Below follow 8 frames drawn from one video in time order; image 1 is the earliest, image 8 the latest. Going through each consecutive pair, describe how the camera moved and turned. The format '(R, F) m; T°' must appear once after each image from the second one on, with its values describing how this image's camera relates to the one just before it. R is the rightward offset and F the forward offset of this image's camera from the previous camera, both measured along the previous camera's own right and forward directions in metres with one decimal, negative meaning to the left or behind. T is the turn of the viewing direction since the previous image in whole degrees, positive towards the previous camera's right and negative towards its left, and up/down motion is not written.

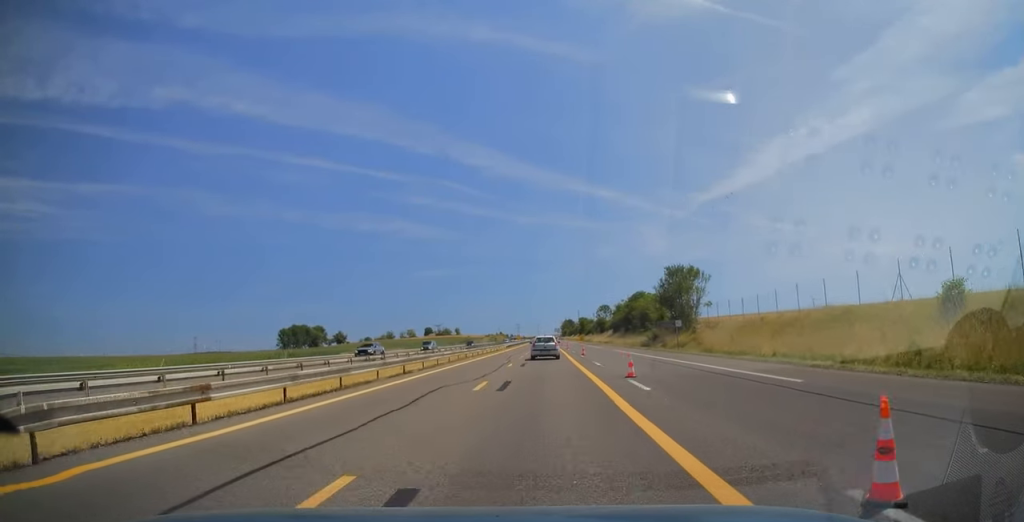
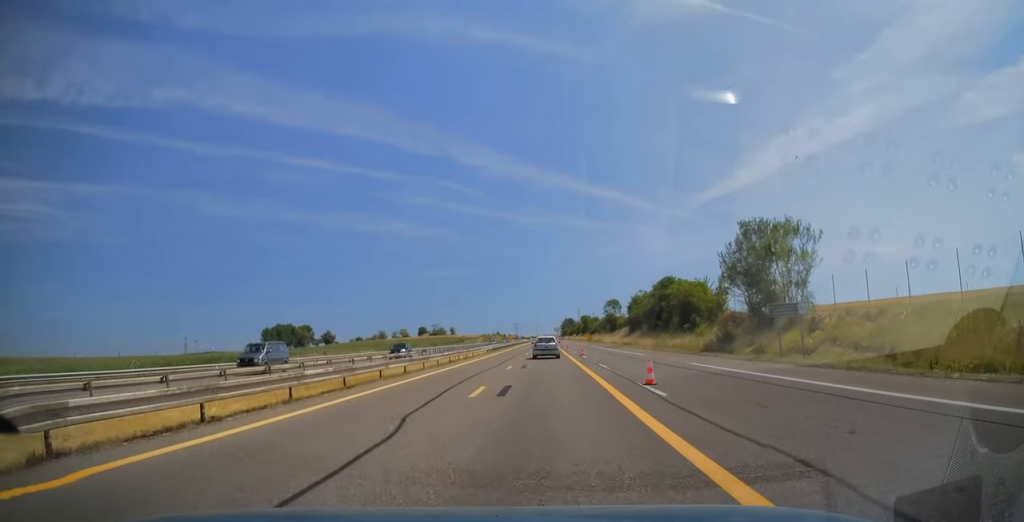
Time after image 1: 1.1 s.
(0.0, +27.8) m; +1°
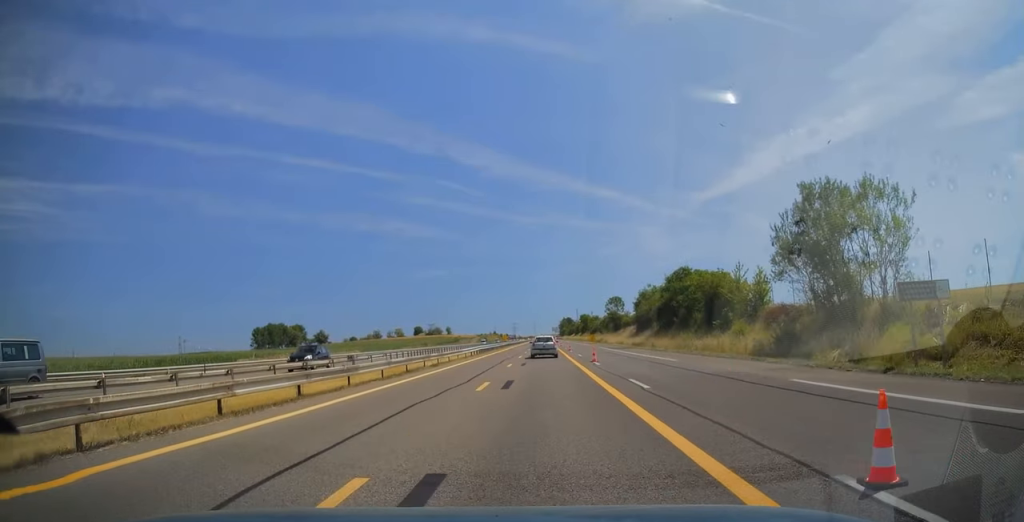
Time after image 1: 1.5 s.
(+0.1, +11.3) m; 0°
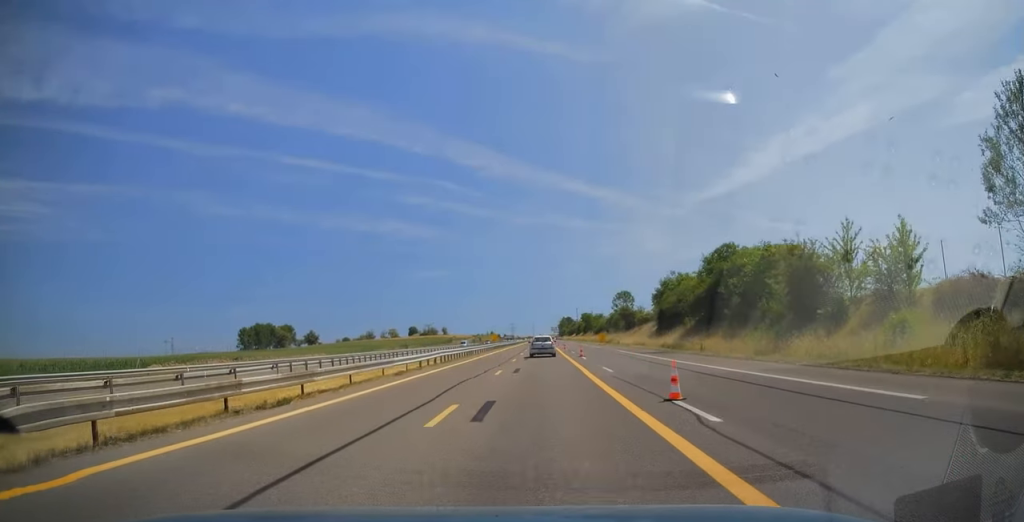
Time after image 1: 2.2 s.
(+0.1, +19.5) m; 0°
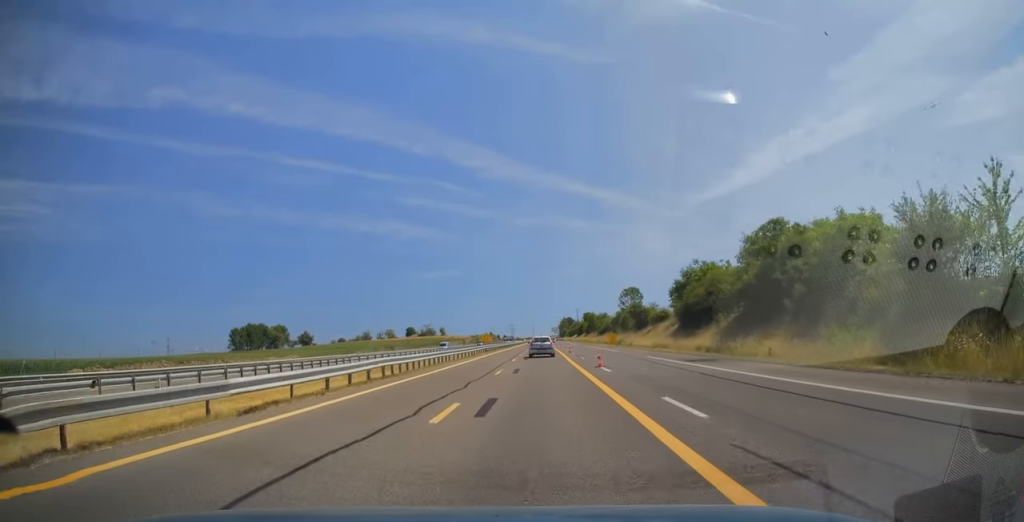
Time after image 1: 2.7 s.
(0.0, +12.6) m; 0°
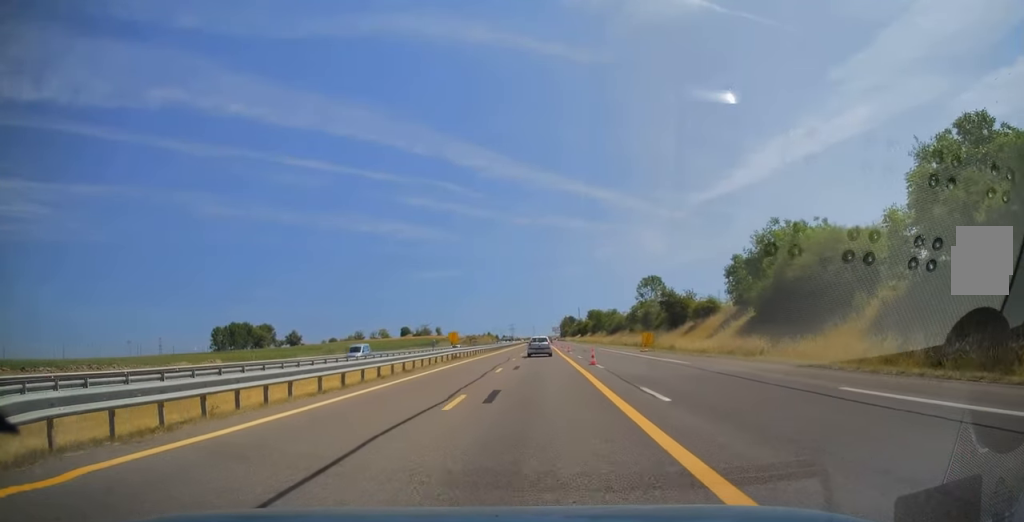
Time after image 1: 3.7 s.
(-0.1, +24.3) m; -1°
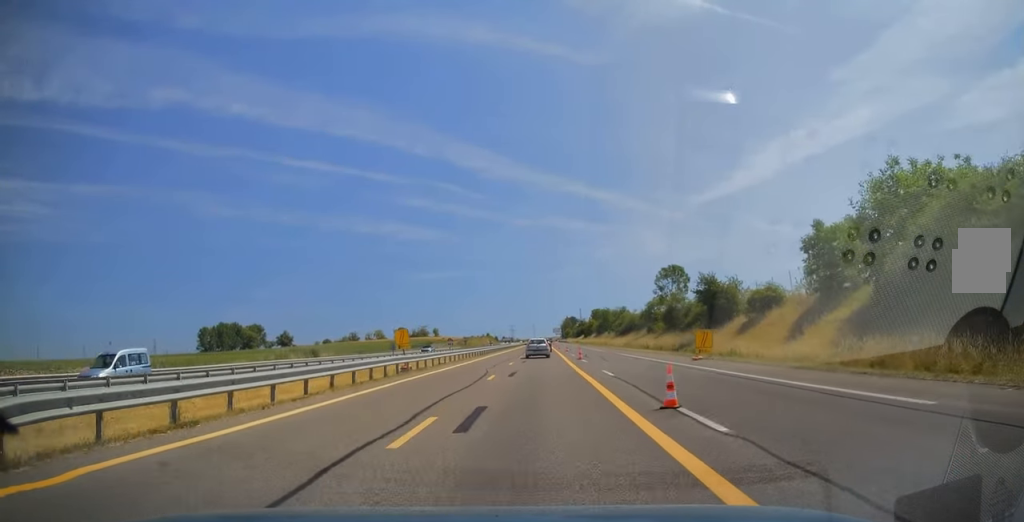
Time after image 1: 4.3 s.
(-0.3, +16.9) m; 0°
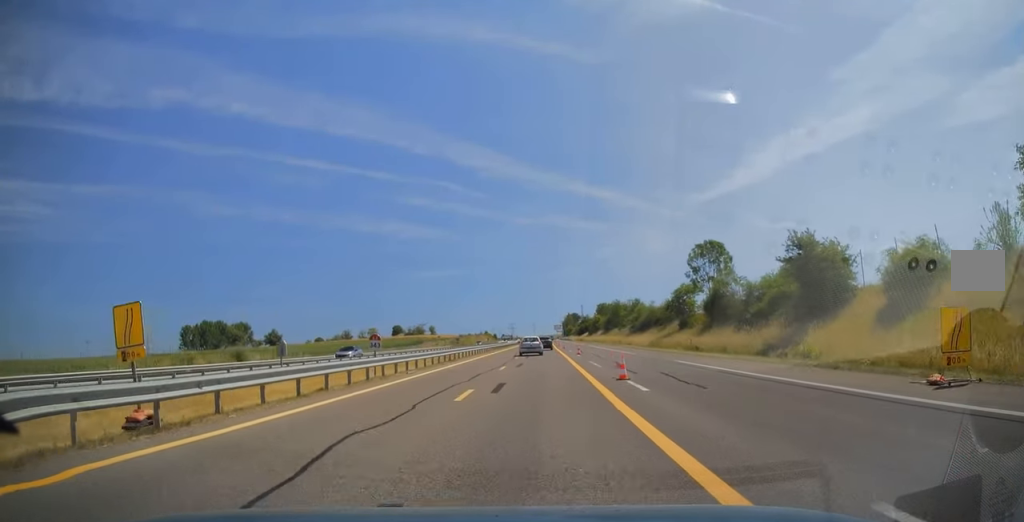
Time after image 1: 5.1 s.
(+0.3, +20.4) m; +1°
